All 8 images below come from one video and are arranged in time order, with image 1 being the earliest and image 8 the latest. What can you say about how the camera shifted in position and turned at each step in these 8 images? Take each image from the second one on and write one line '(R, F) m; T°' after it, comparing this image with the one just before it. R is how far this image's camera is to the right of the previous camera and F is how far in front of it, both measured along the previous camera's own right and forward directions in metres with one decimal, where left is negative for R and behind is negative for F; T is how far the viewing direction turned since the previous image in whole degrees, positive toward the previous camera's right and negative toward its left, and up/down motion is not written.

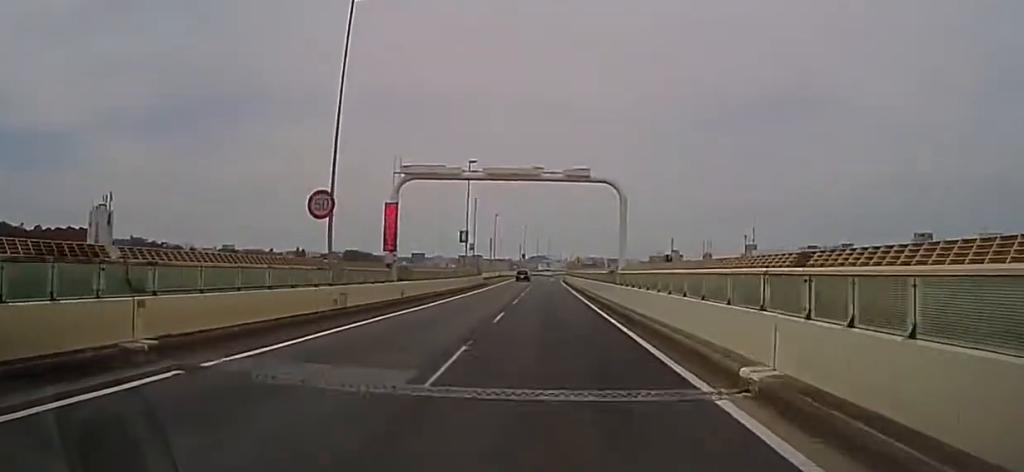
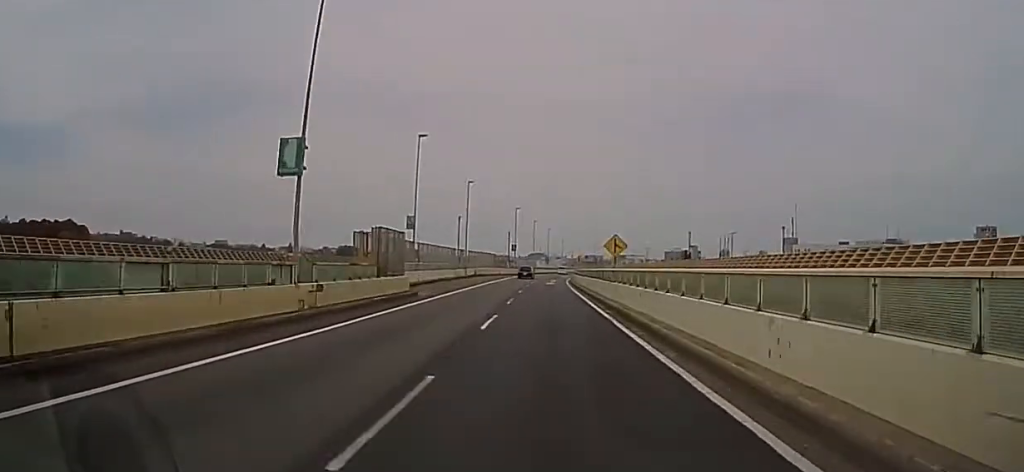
(+0.5, +33.7) m; +1°
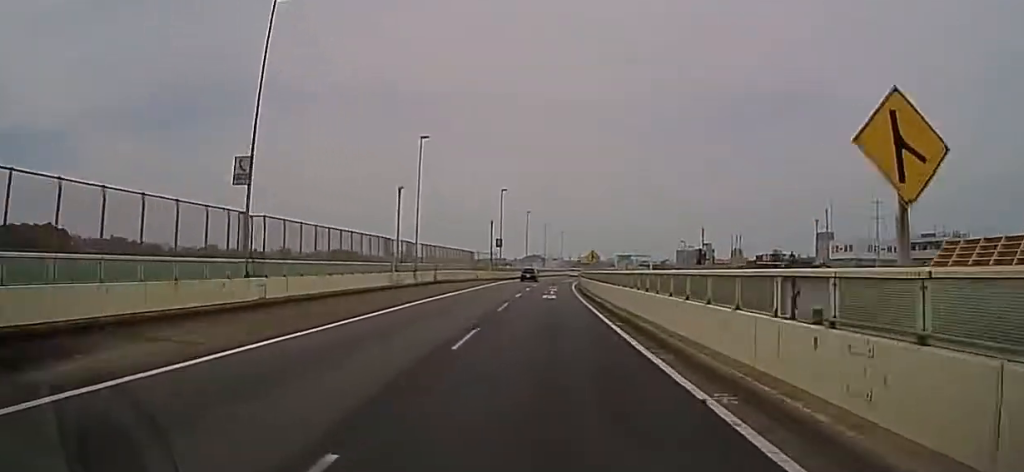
(0.0, +23.6) m; 0°
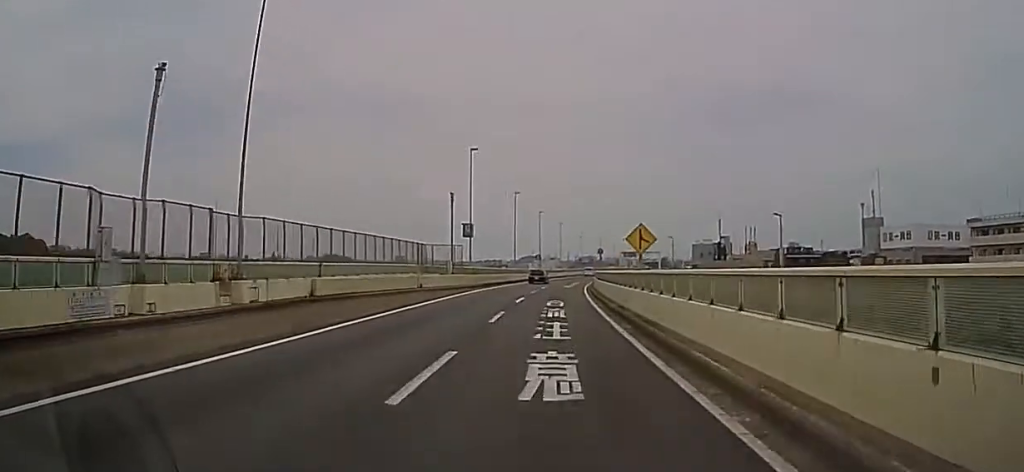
(0.0, +25.3) m; 0°
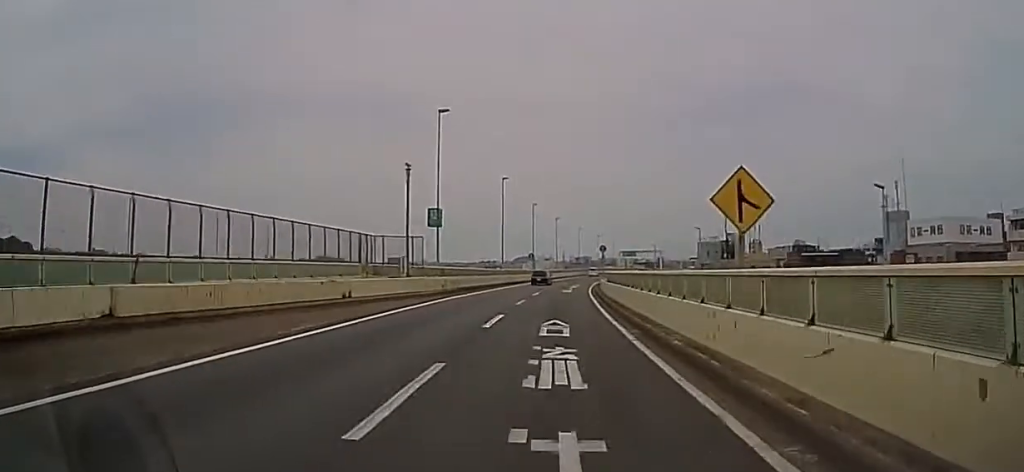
(+0.1, +11.6) m; -6°
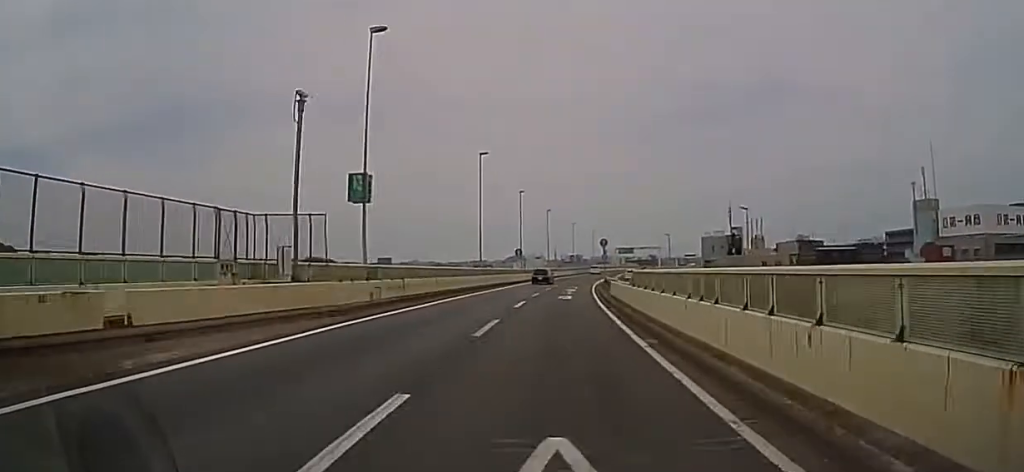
(+0.5, +12.9) m; -6°
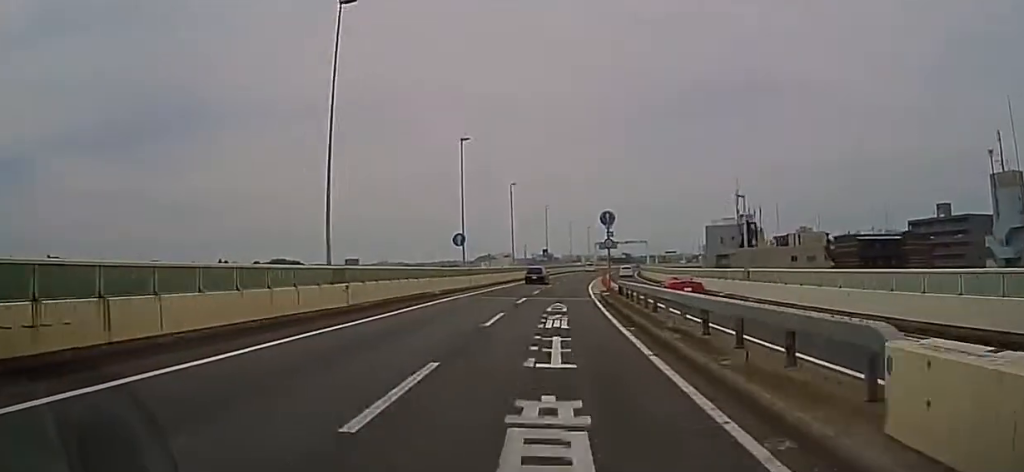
(-3.0, +27.5) m; +4°
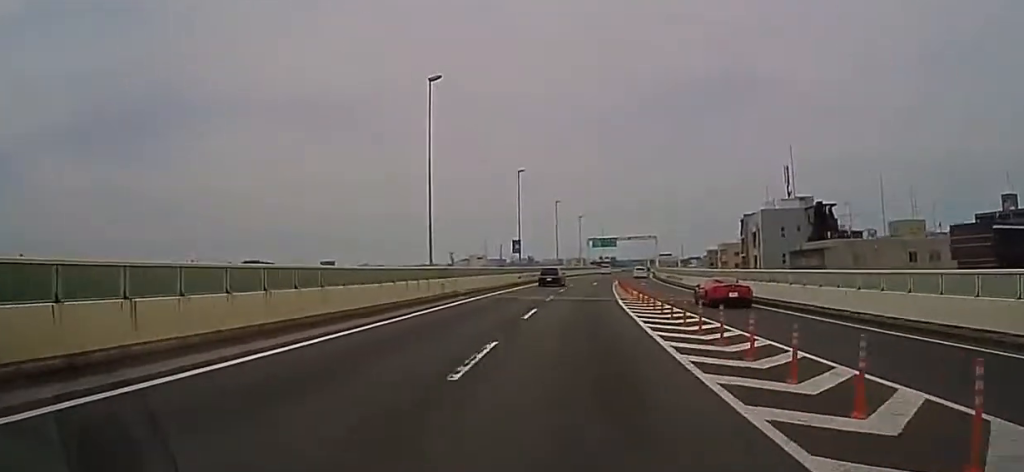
(+6.1, +34.5) m; +12°
